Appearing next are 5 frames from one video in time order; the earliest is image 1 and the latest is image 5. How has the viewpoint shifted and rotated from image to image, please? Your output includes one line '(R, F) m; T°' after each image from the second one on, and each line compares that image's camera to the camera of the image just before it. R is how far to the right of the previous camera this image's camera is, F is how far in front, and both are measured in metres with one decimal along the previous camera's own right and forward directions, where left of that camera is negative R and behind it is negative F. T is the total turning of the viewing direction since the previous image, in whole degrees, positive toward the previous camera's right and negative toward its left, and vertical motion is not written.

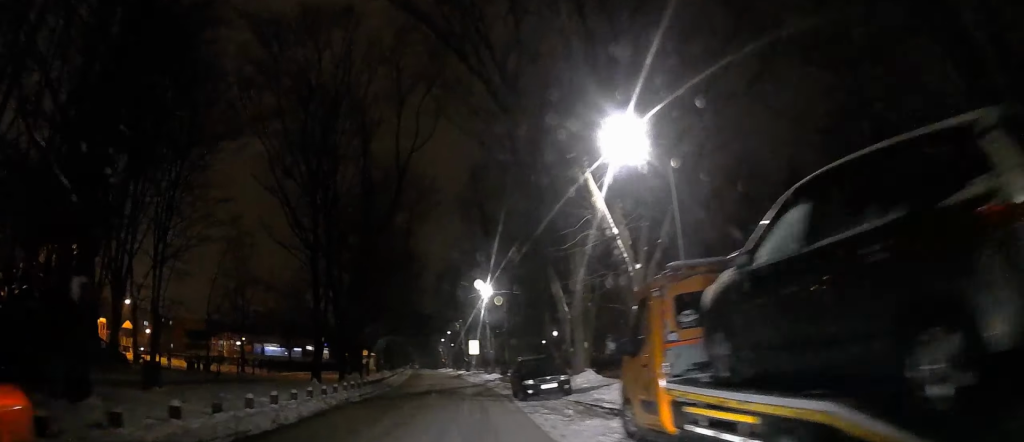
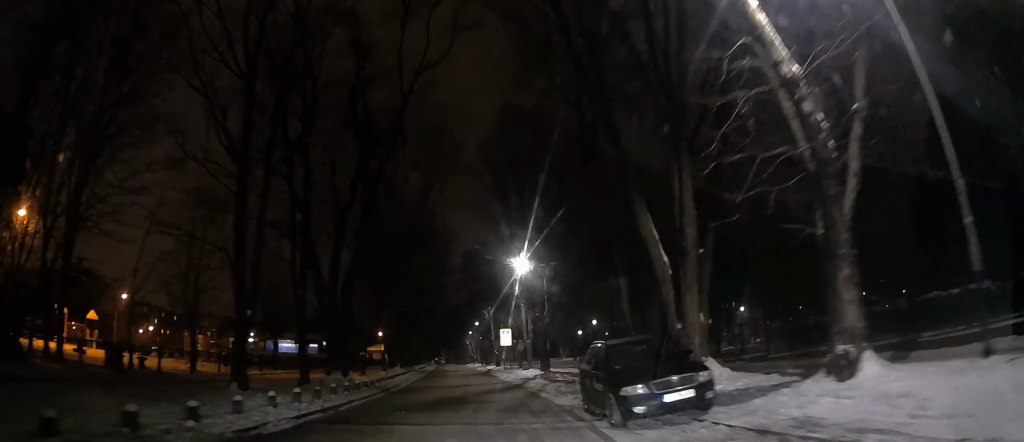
(-0.1, +7.8) m; 0°
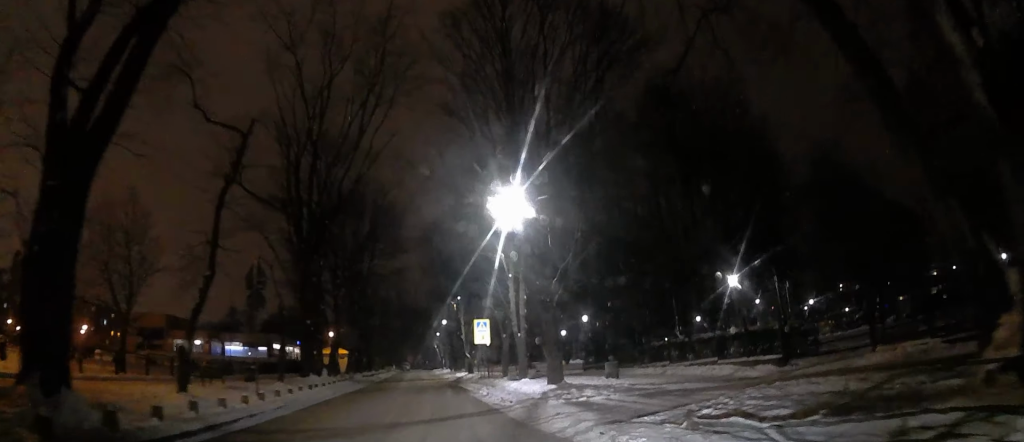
(0.0, +18.6) m; 0°
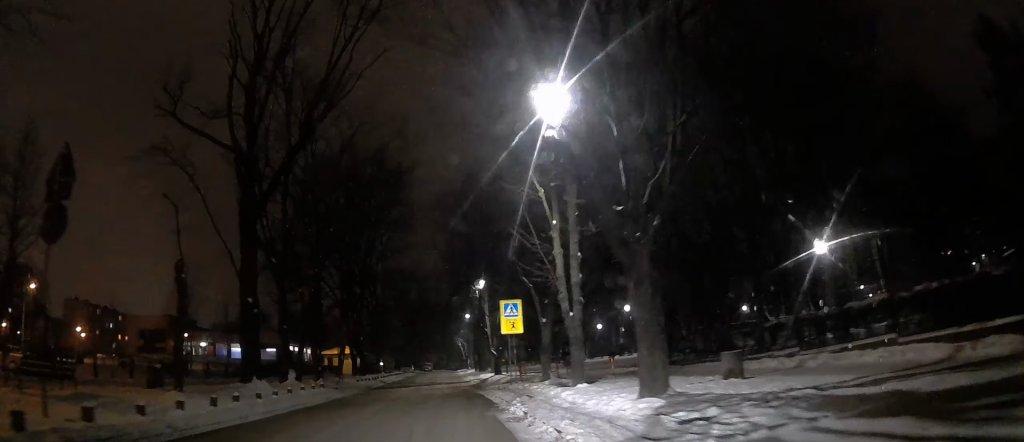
(-0.1, +9.0) m; -5°
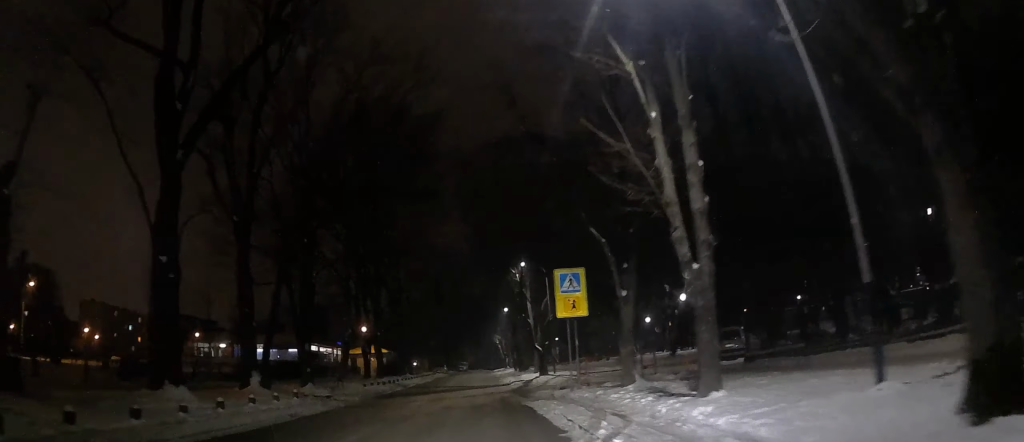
(-0.3, +5.8) m; -3°
